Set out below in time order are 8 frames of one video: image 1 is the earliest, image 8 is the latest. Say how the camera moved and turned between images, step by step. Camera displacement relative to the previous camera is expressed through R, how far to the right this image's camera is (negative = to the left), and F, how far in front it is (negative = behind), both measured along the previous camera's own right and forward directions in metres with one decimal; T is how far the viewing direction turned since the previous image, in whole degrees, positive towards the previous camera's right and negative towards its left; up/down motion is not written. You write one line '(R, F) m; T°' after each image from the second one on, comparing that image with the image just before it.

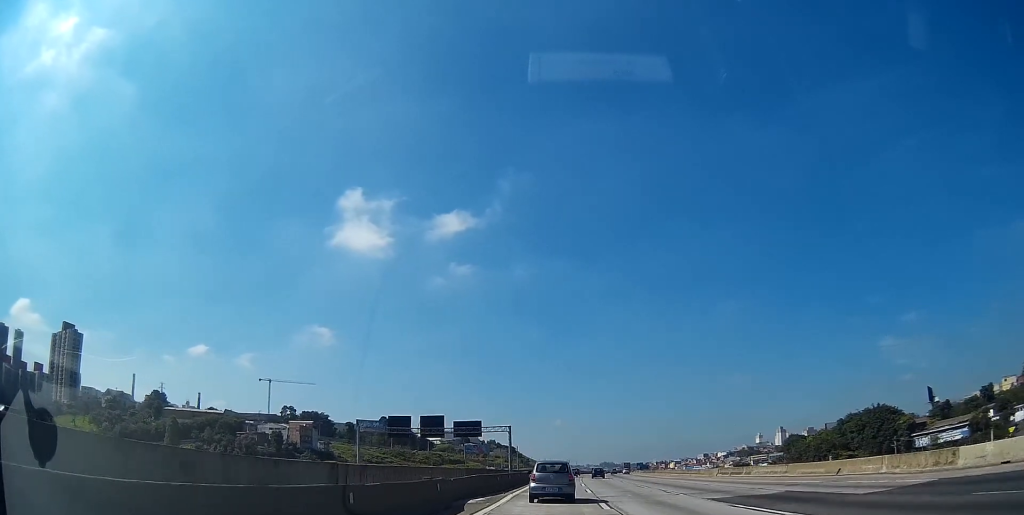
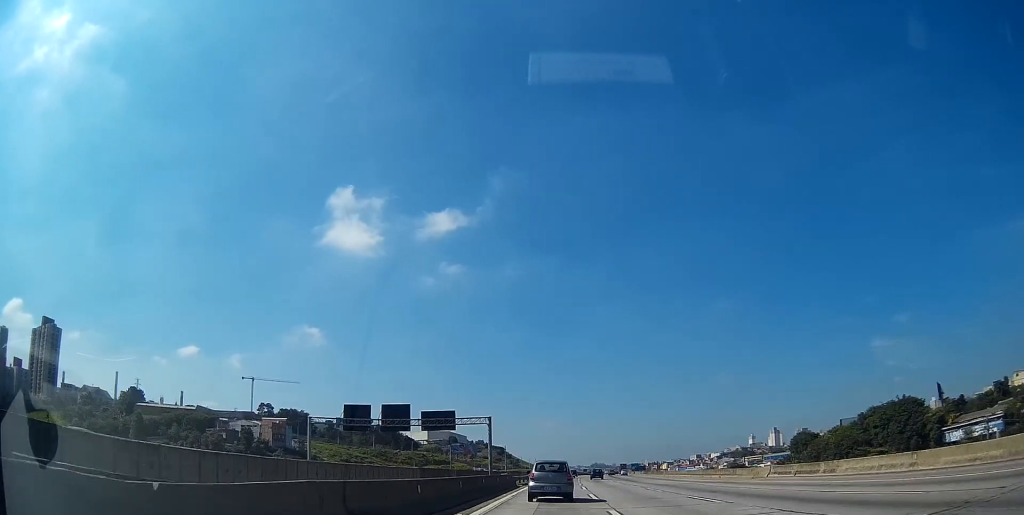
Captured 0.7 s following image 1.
(+0.2, +17.8) m; +1°
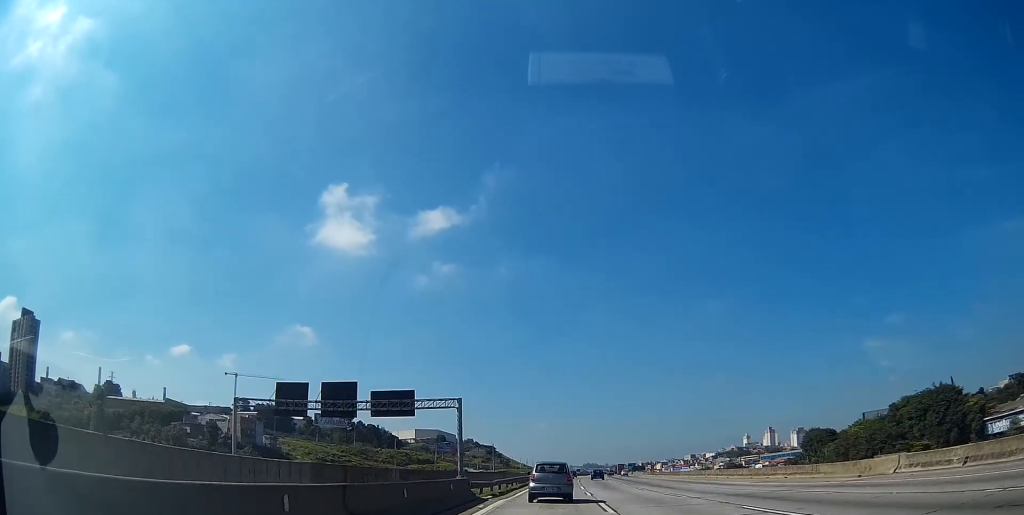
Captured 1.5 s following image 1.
(+0.1, +20.5) m; +1°
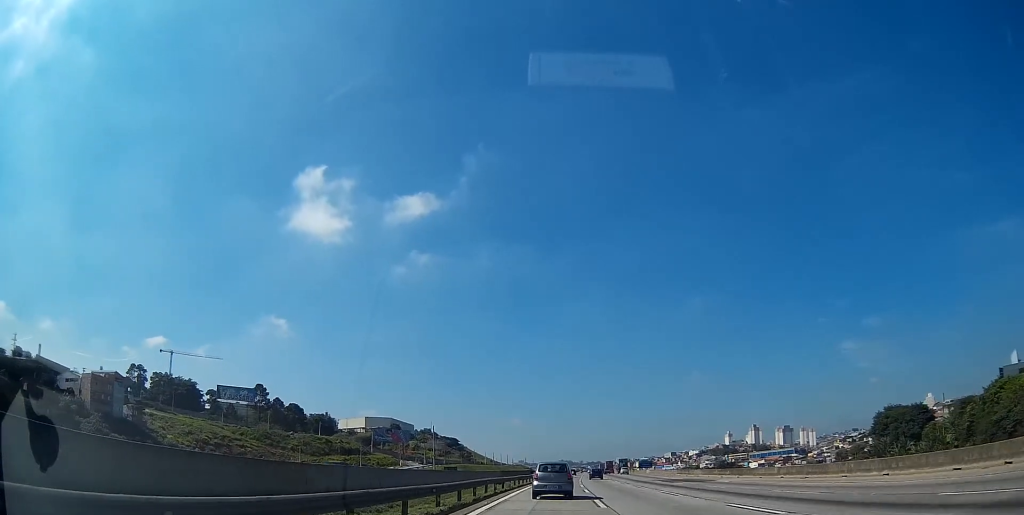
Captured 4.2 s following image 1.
(+2.0, +80.4) m; +3°
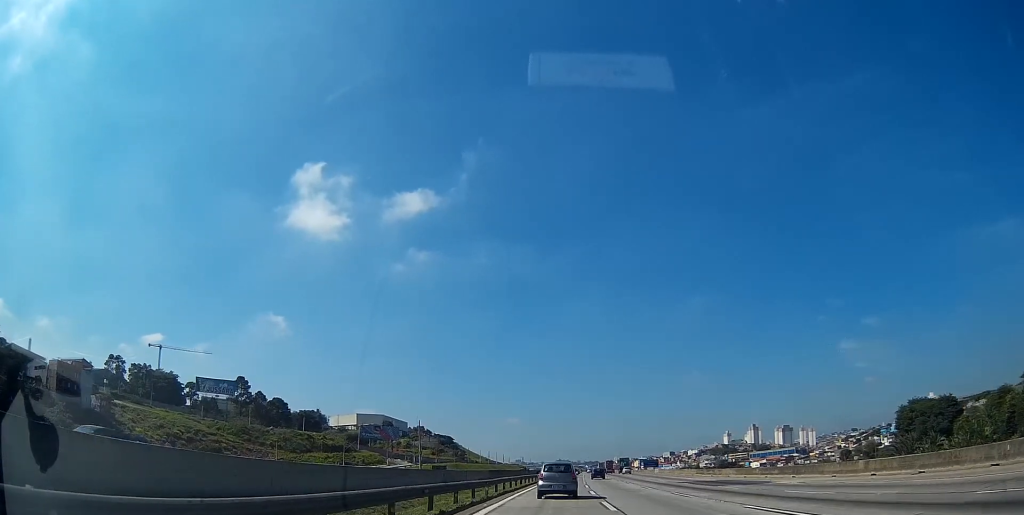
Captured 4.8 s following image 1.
(+0.1, +15.2) m; 0°
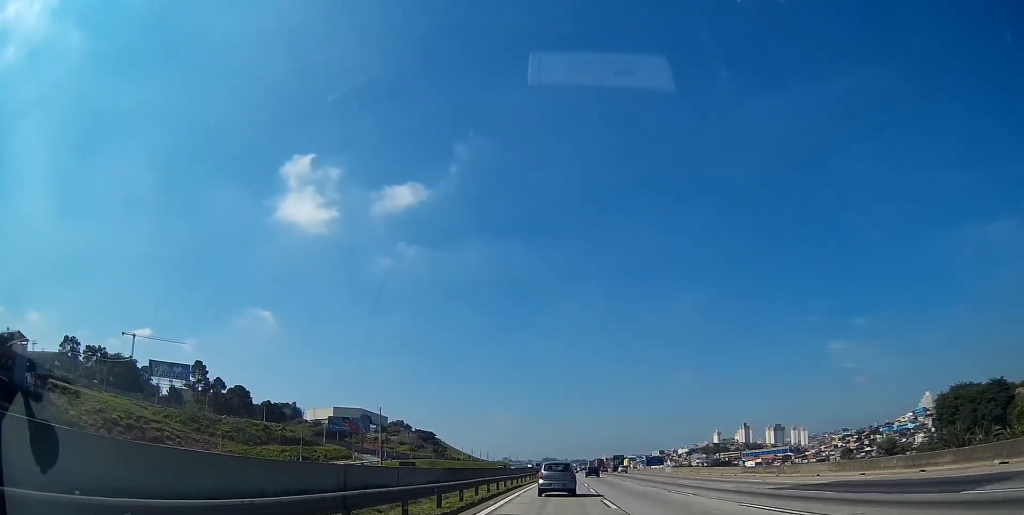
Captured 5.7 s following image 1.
(+0.1, +24.9) m; +1°
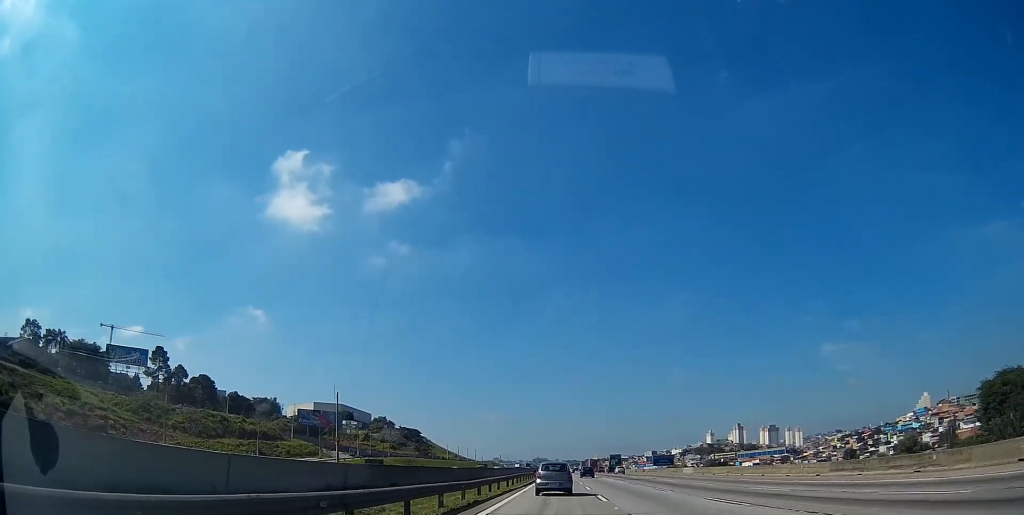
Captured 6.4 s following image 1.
(+0.2, +20.7) m; +1°
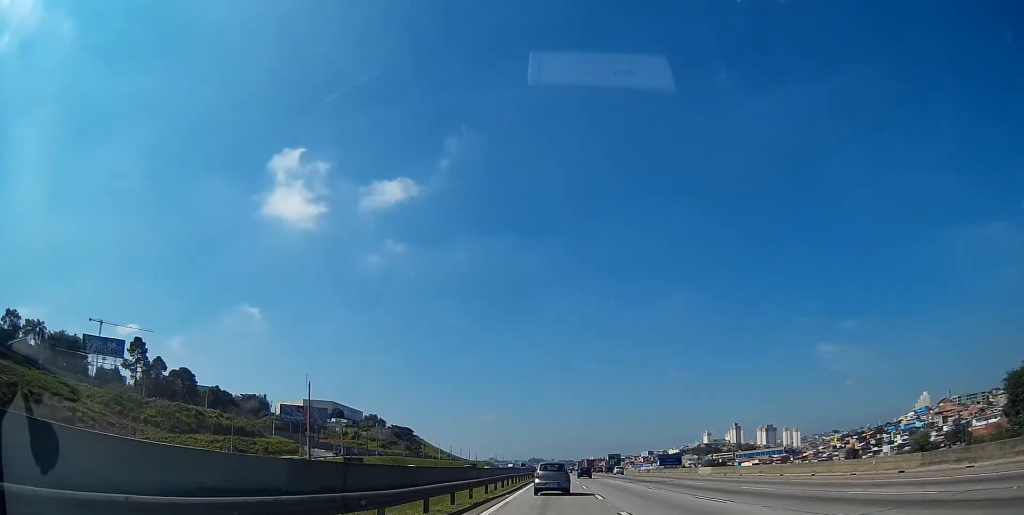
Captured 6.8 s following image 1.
(+0.2, +10.7) m; +1°
